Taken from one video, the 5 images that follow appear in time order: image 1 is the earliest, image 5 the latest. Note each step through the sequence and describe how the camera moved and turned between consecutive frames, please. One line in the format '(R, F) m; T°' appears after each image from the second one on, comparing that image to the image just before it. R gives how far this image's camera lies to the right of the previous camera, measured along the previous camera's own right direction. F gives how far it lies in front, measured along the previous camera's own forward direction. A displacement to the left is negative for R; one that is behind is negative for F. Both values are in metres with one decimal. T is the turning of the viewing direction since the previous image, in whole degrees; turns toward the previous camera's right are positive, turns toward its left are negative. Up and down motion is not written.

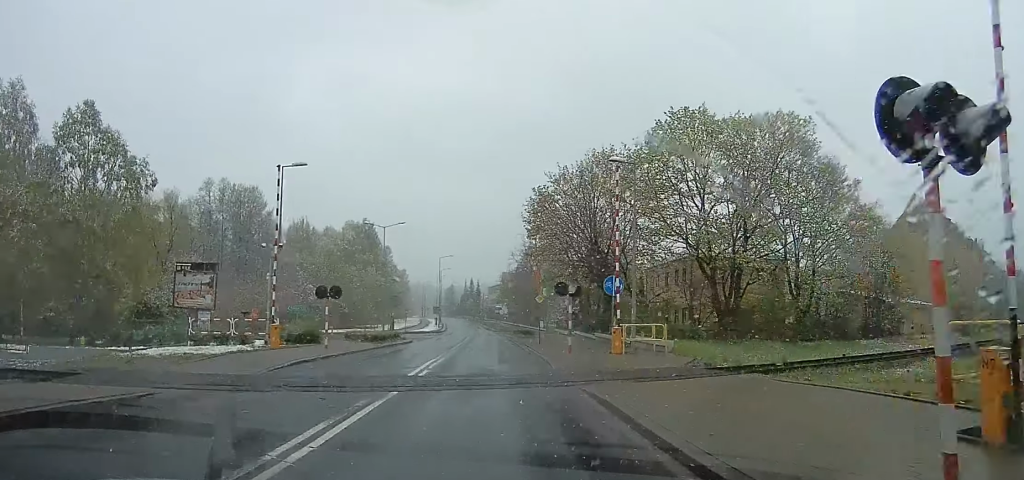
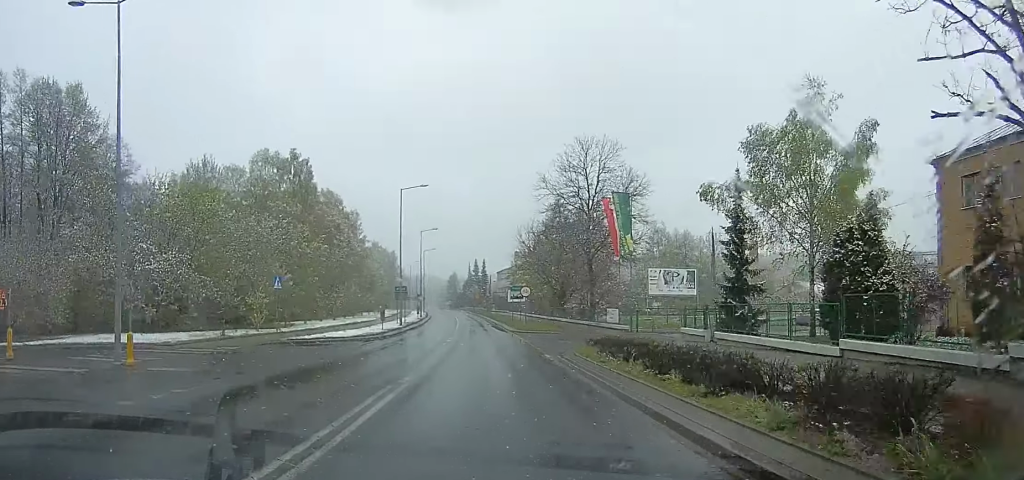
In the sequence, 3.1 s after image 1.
(-4.3, +36.1) m; -30°
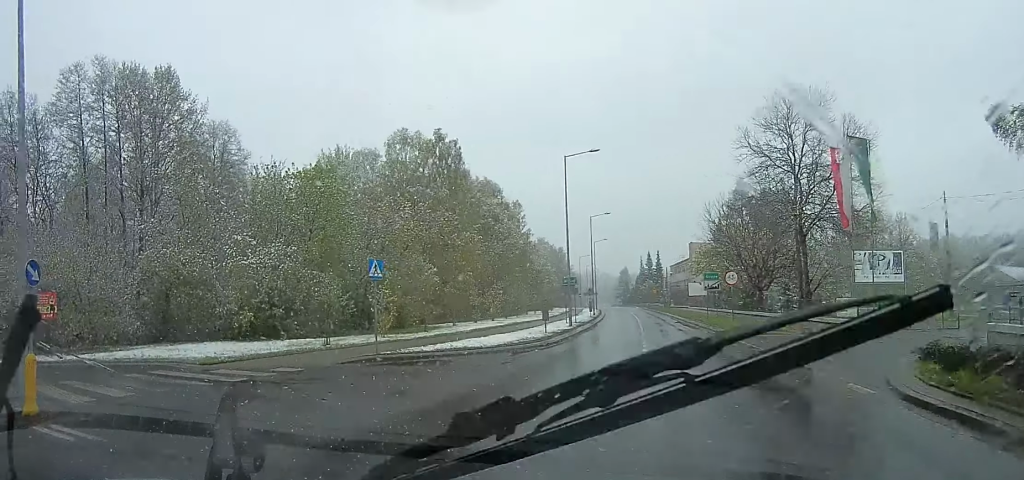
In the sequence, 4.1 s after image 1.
(-1.2, +7.6) m; -10°
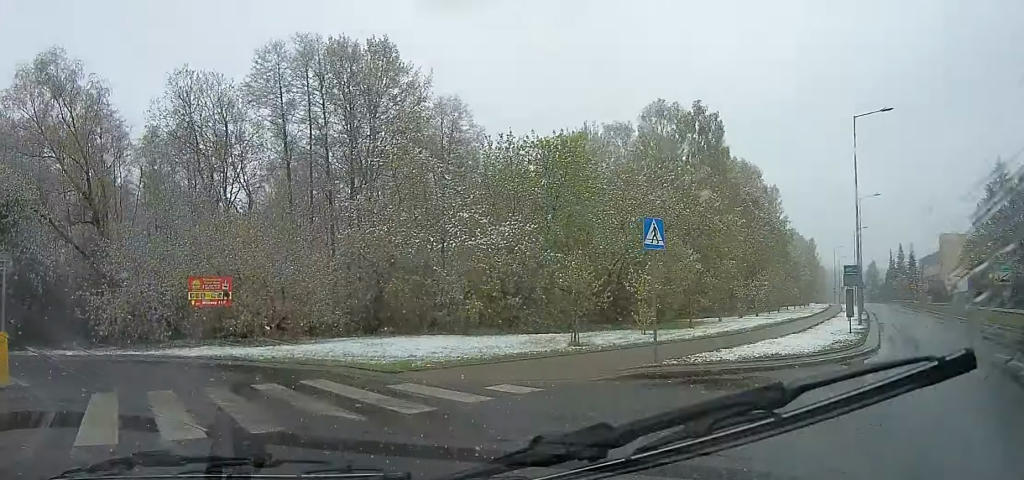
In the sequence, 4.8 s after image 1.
(-0.1, +5.0) m; -7°
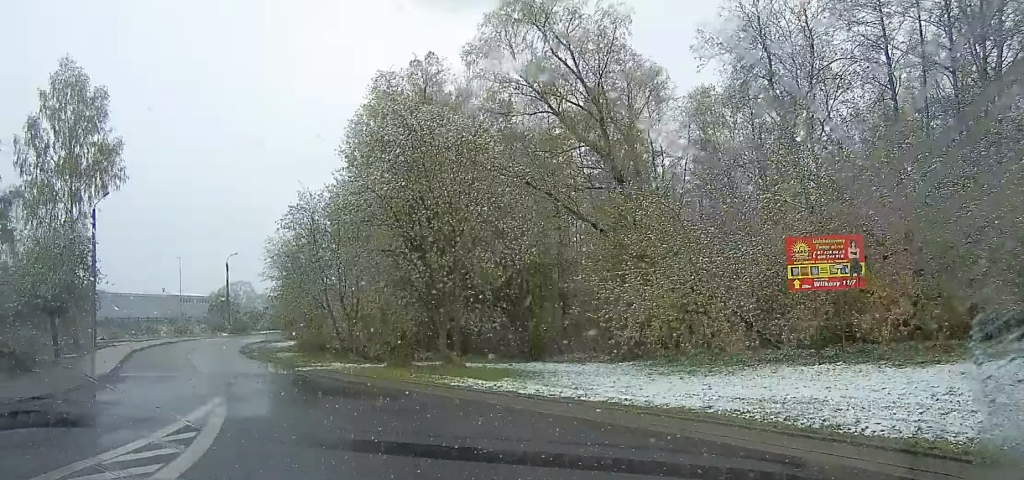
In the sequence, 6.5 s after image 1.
(-2.3, +7.9) m; -58°
